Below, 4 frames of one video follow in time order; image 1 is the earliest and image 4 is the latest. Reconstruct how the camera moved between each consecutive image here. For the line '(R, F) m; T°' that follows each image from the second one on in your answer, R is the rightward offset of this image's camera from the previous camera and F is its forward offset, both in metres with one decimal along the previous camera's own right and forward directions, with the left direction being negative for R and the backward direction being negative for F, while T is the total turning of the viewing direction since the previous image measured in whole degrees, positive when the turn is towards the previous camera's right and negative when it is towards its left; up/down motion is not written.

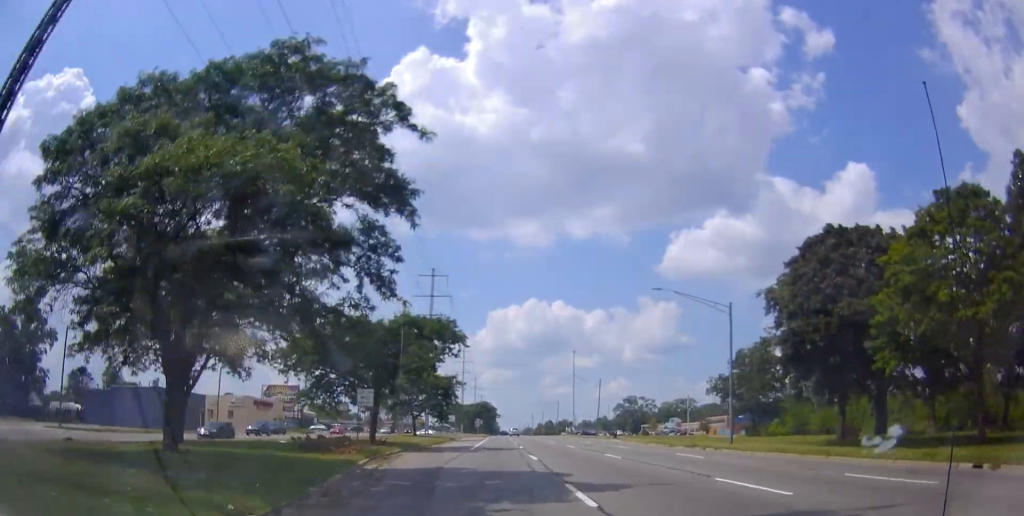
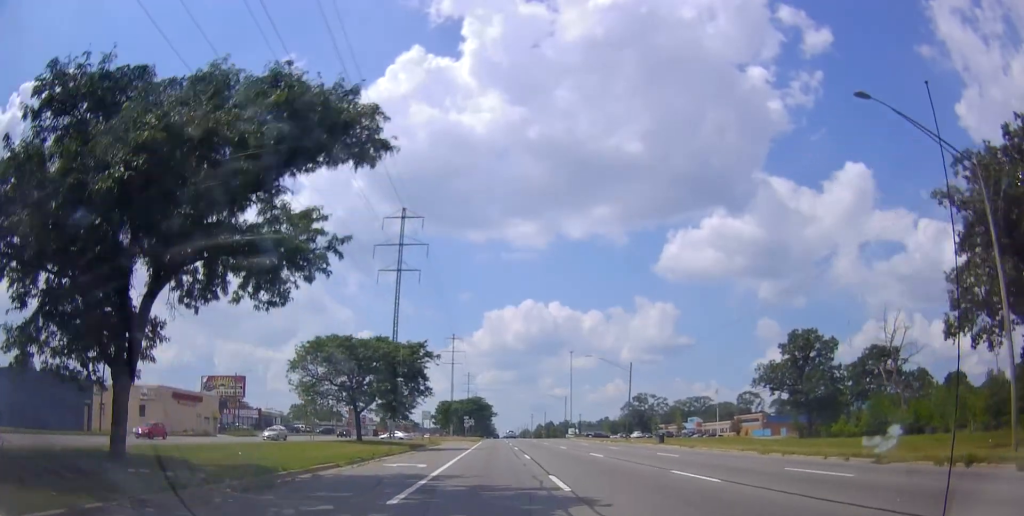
(+0.9, +26.7) m; +2°
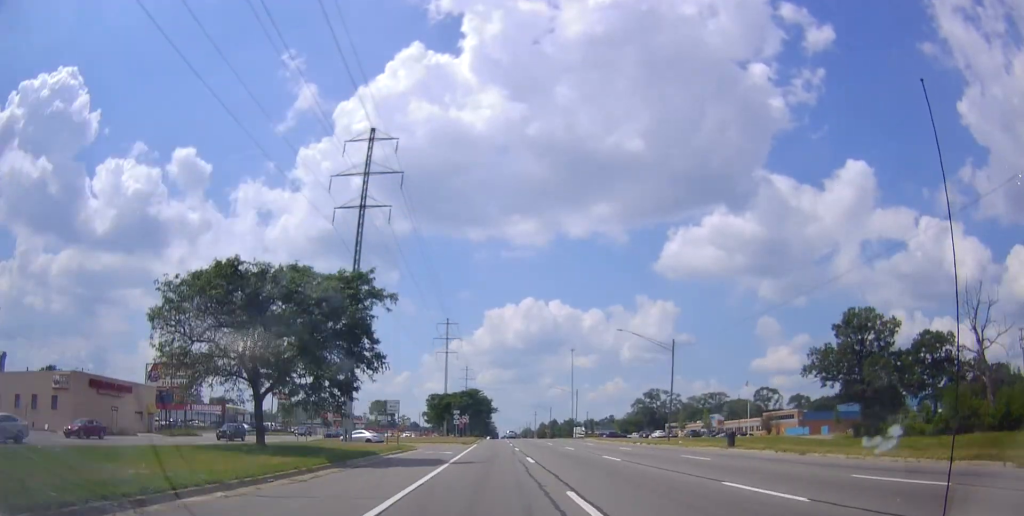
(0.0, +19.2) m; -1°
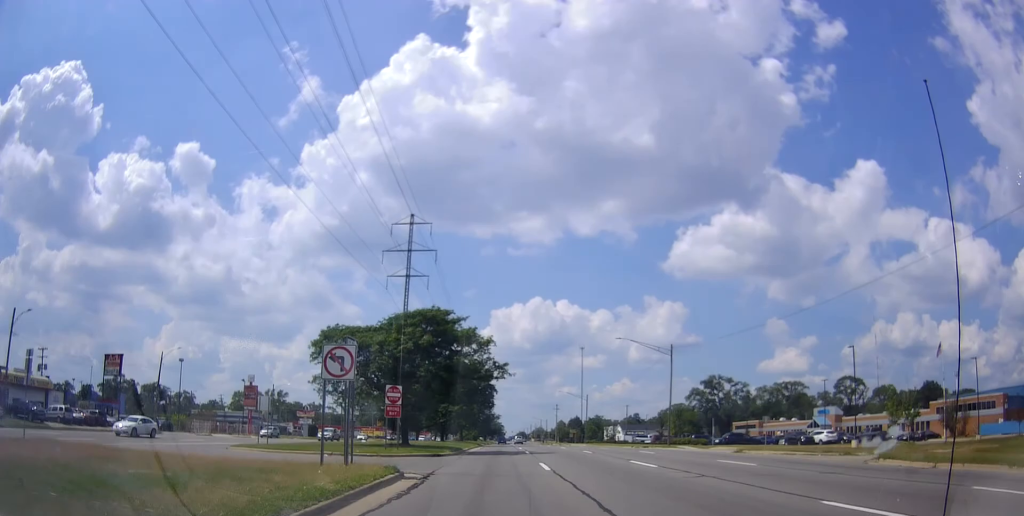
(+0.1, +65.1) m; +1°
